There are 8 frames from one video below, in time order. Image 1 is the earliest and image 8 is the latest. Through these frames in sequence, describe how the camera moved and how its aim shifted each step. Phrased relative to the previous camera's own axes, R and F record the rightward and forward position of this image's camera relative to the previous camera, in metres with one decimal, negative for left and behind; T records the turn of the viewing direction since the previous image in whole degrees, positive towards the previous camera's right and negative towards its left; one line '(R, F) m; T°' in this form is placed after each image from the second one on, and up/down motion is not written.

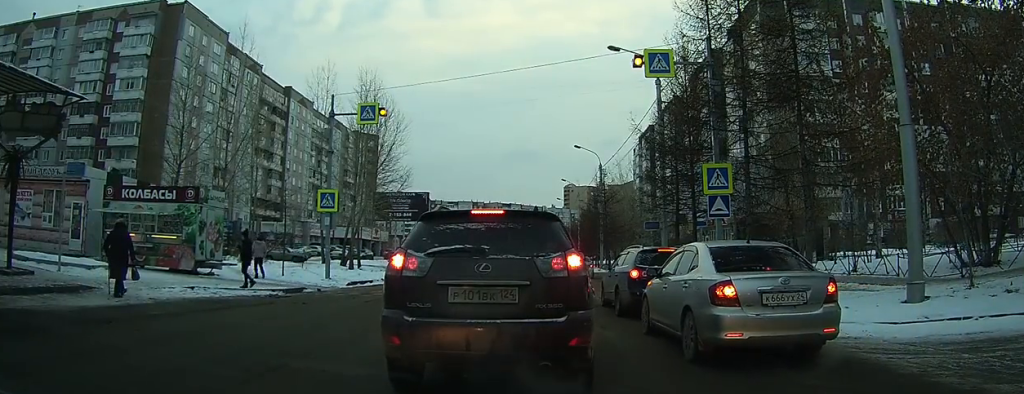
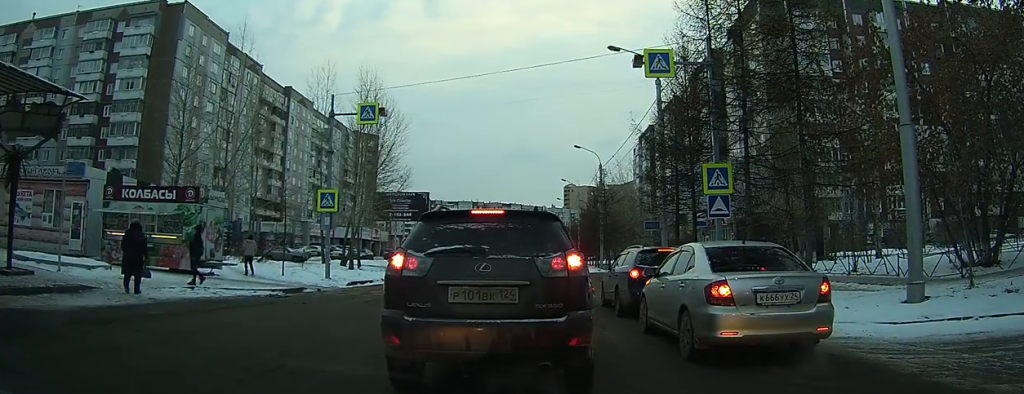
(+0.1, +0.2) m; 0°
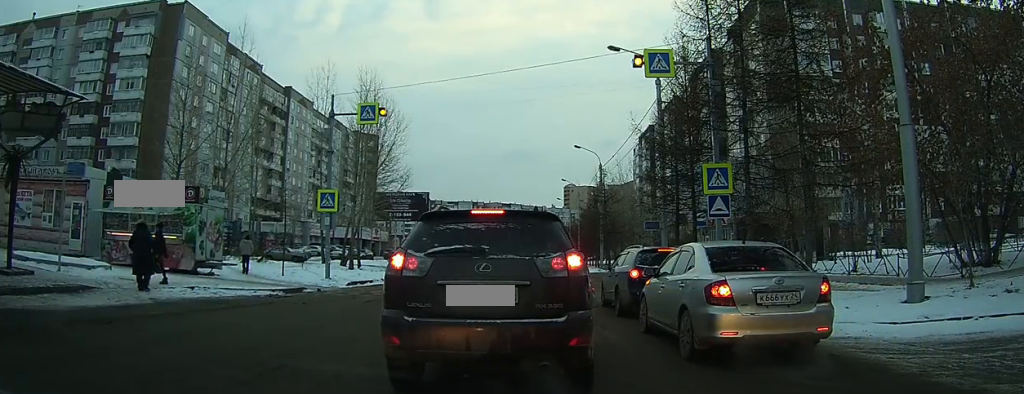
(+0.1, +0.1) m; 0°
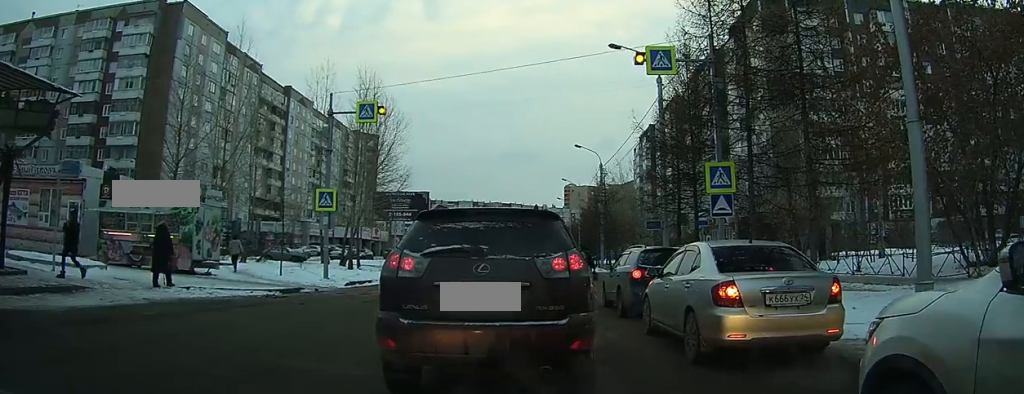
(-0.2, +0.2) m; 0°
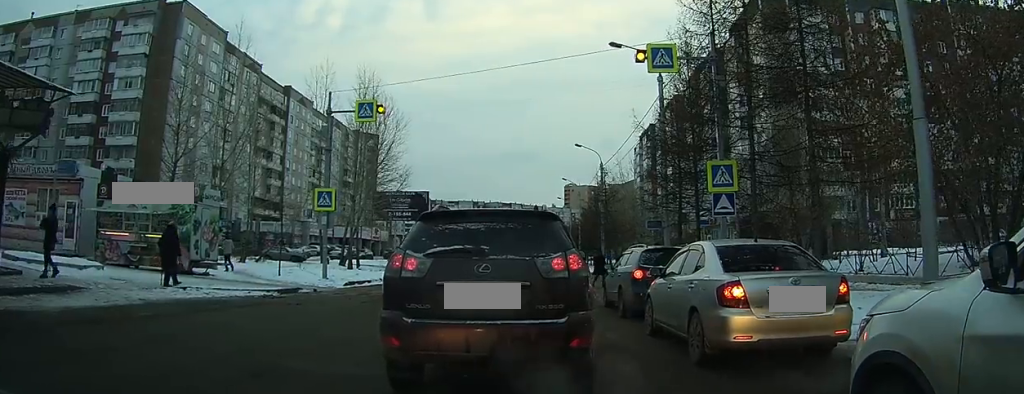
(-0.1, +0.1) m; 0°
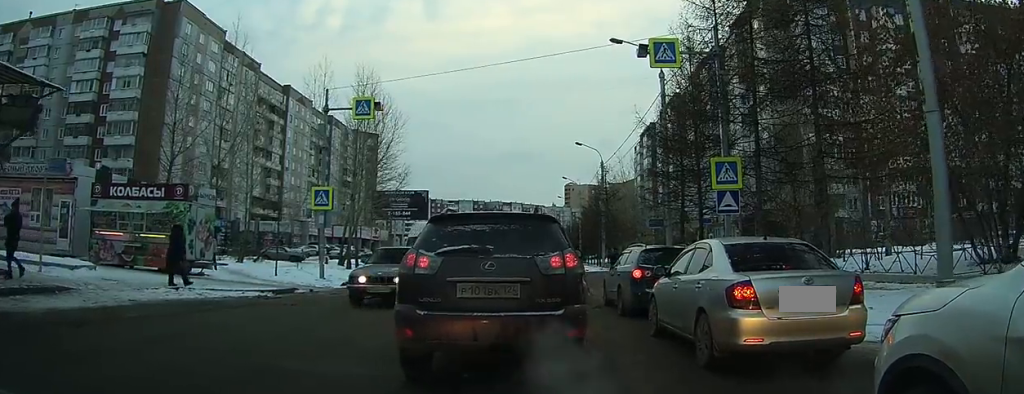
(+0.1, +0.5) m; 0°
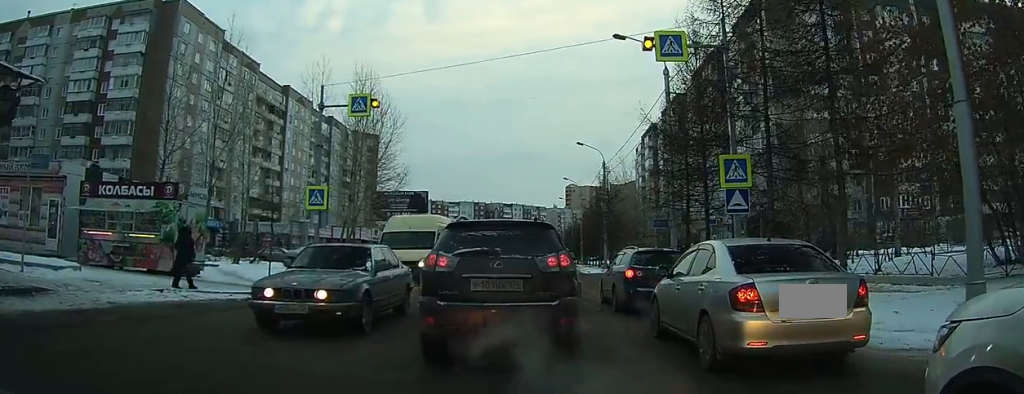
(+0.2, +1.0) m; +2°
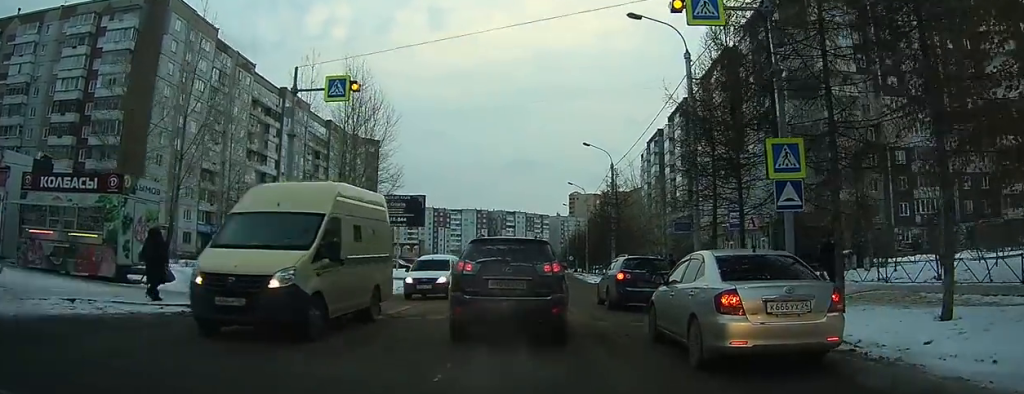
(+0.2, +3.4) m; -1°
